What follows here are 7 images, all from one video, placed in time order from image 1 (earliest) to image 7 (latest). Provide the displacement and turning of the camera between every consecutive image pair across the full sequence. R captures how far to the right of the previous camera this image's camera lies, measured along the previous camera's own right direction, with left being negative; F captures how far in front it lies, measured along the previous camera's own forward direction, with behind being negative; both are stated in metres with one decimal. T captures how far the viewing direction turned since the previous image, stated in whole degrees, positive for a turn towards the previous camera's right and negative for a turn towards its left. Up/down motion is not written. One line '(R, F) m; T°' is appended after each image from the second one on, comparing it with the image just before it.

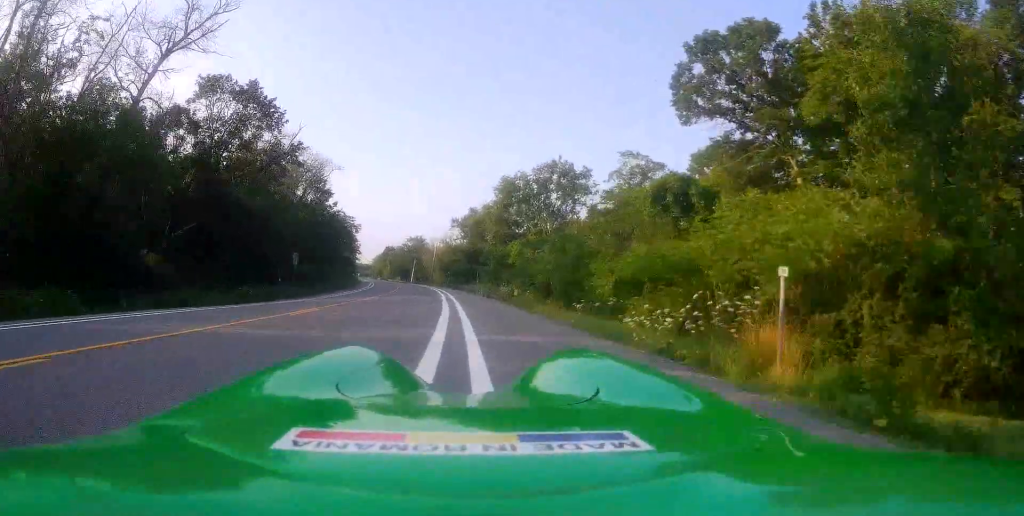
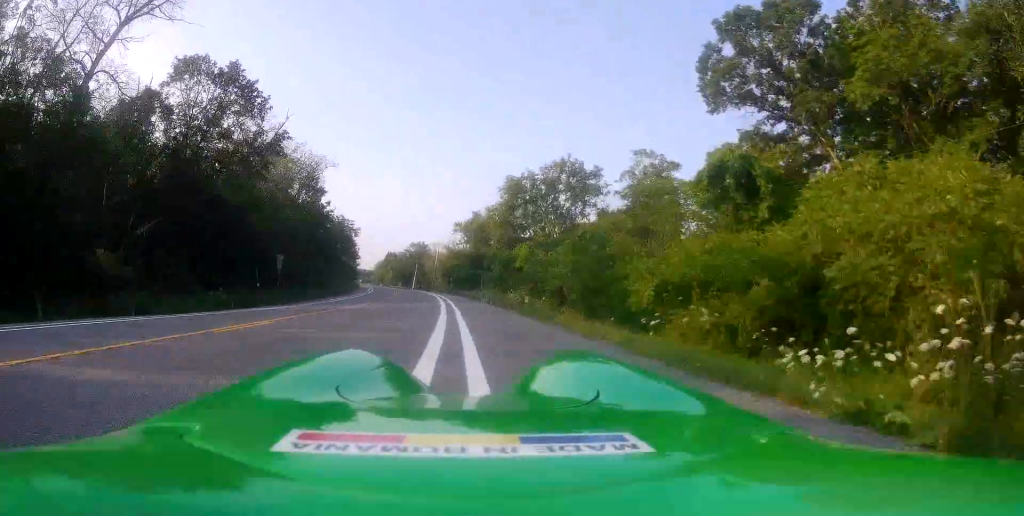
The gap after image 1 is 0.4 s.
(-0.1, +4.6) m; +1°
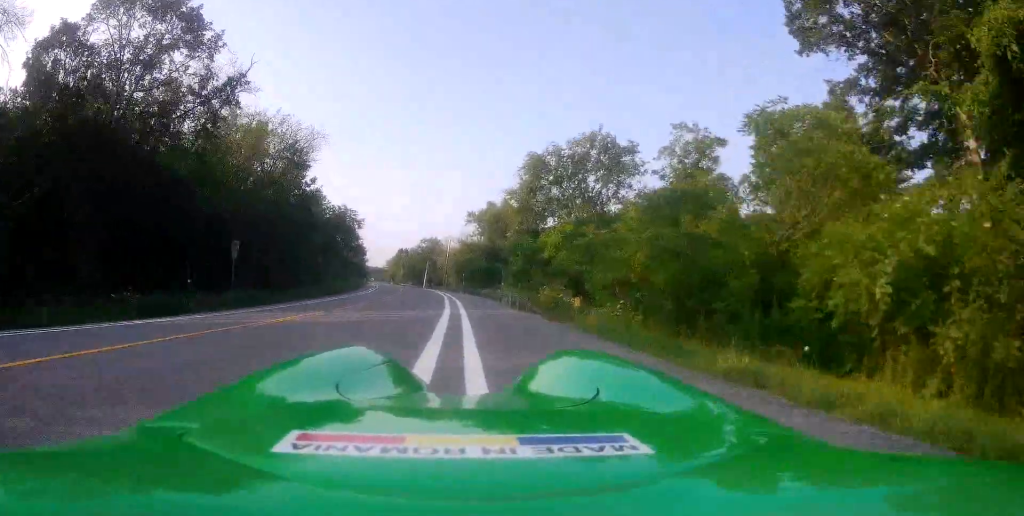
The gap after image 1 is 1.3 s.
(+0.3, +9.7) m; 0°
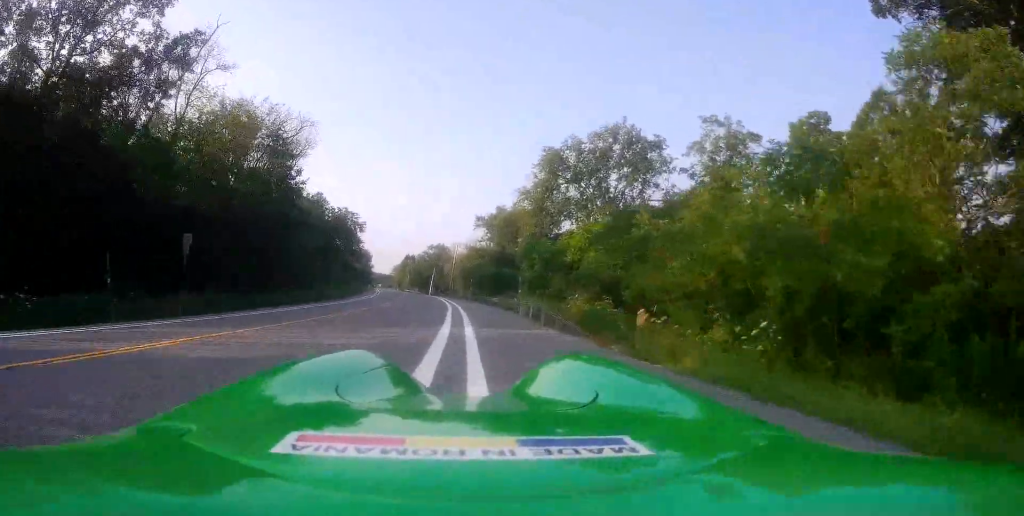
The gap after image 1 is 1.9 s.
(-0.1, +6.4) m; -2°
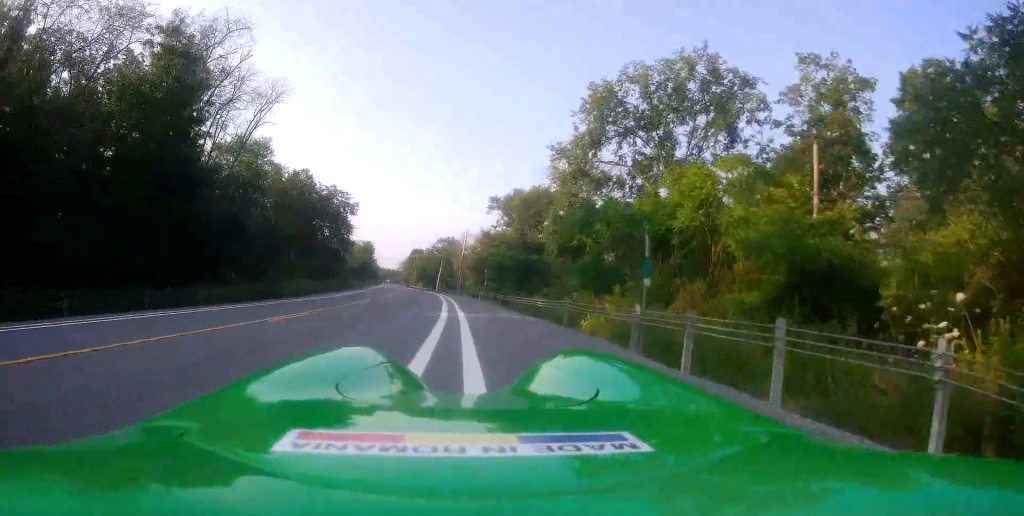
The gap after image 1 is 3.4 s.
(-0.9, +17.0) m; -3°
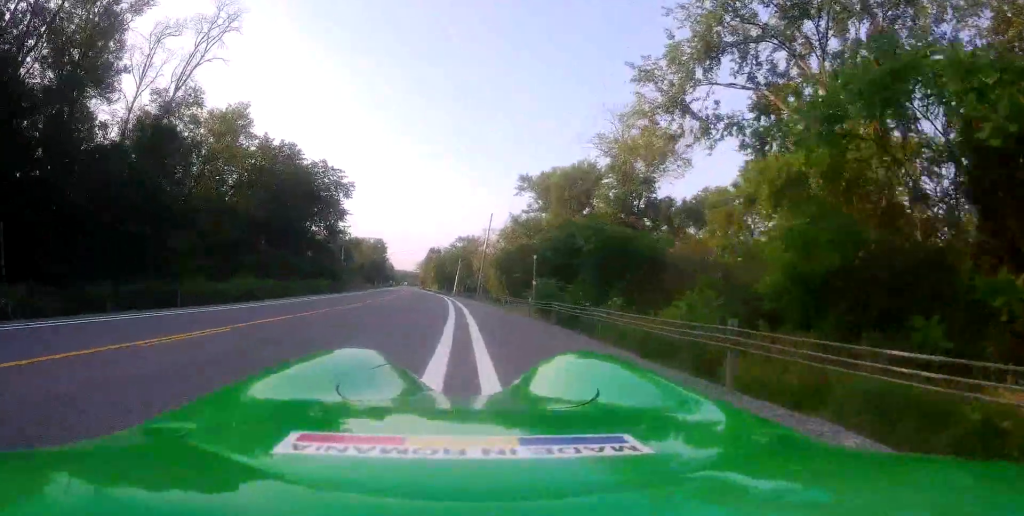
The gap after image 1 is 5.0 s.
(+0.1, +17.1) m; -1°
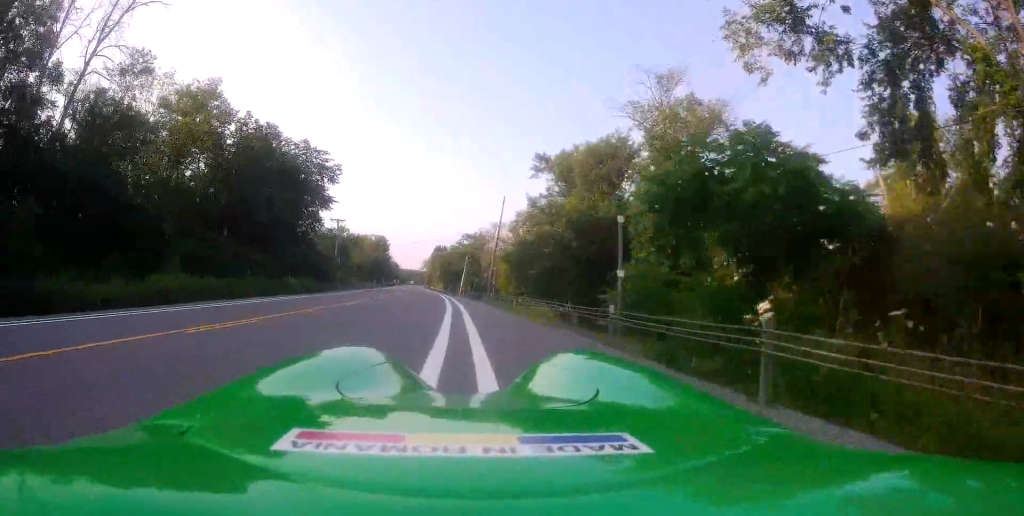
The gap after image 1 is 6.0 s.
(-0.2, +10.3) m; -1°
